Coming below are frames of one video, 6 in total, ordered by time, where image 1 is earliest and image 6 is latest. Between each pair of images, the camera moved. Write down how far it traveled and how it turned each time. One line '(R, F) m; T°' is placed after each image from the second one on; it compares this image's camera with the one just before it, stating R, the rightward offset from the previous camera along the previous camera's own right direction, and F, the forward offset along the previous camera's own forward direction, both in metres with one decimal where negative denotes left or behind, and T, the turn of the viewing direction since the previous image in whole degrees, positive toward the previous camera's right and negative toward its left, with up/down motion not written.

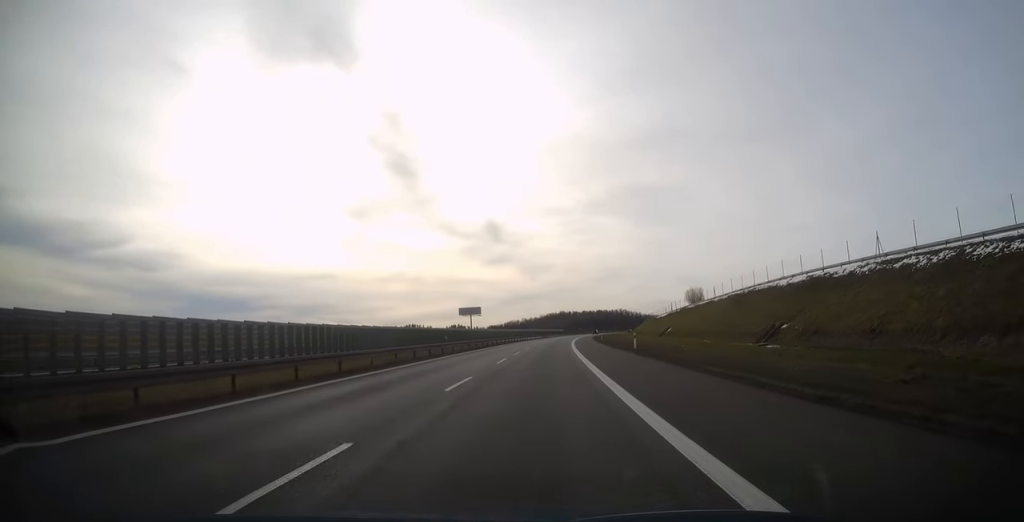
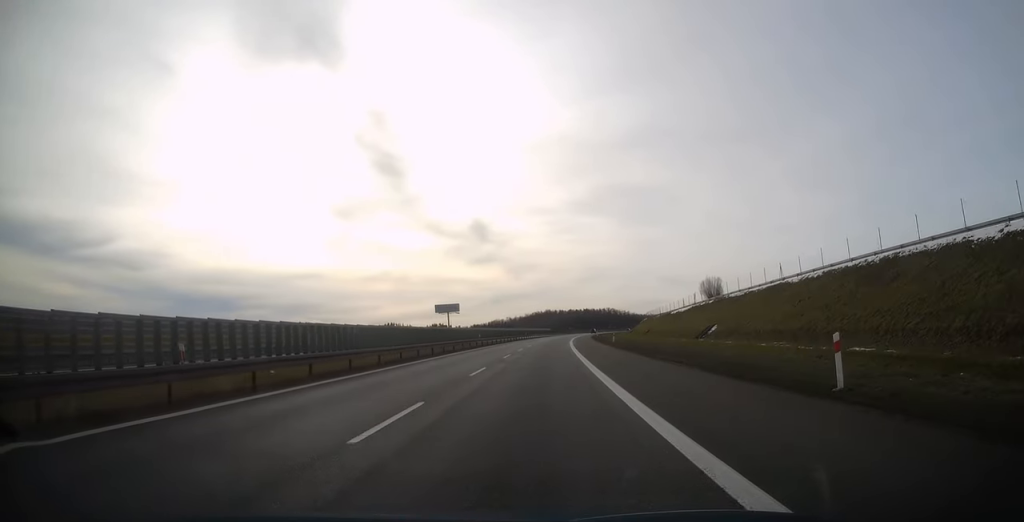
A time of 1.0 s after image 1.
(+0.4, +30.5) m; +1°
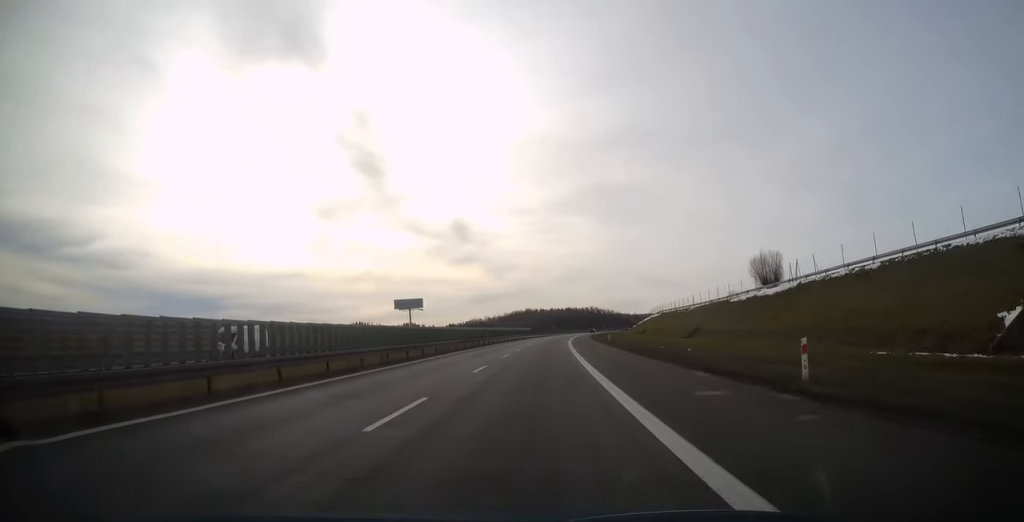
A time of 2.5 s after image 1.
(+0.8, +45.8) m; +2°
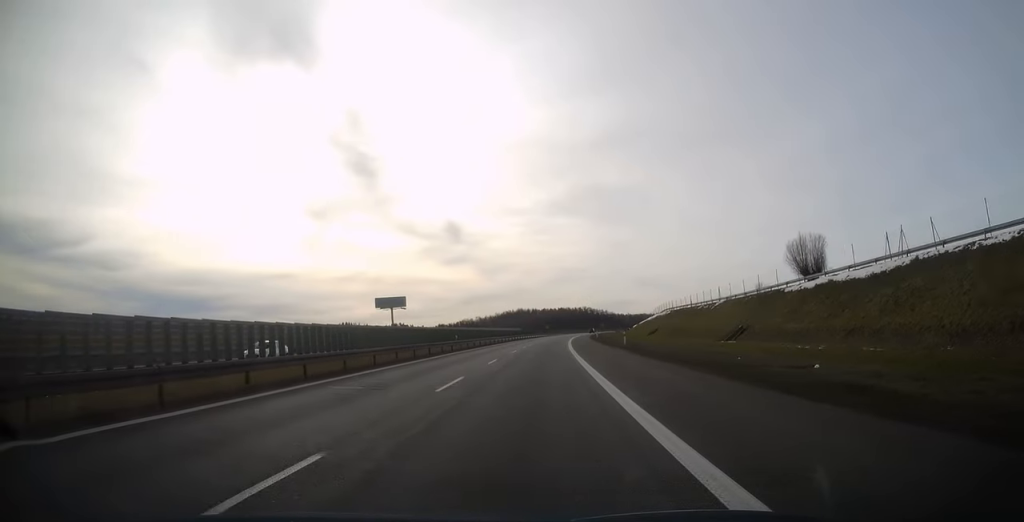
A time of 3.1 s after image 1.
(+0.1, +17.8) m; +1°
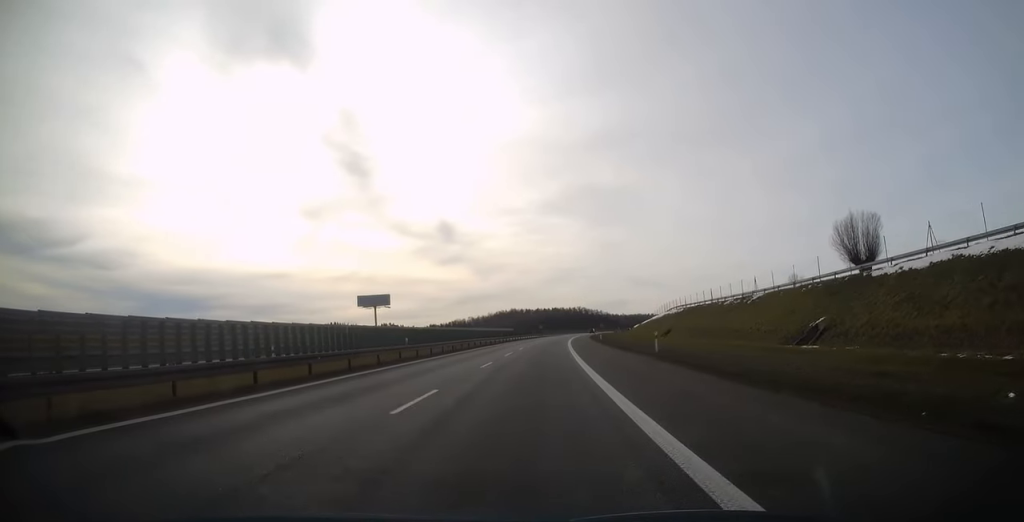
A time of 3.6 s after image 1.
(+0.1, +15.3) m; +1°
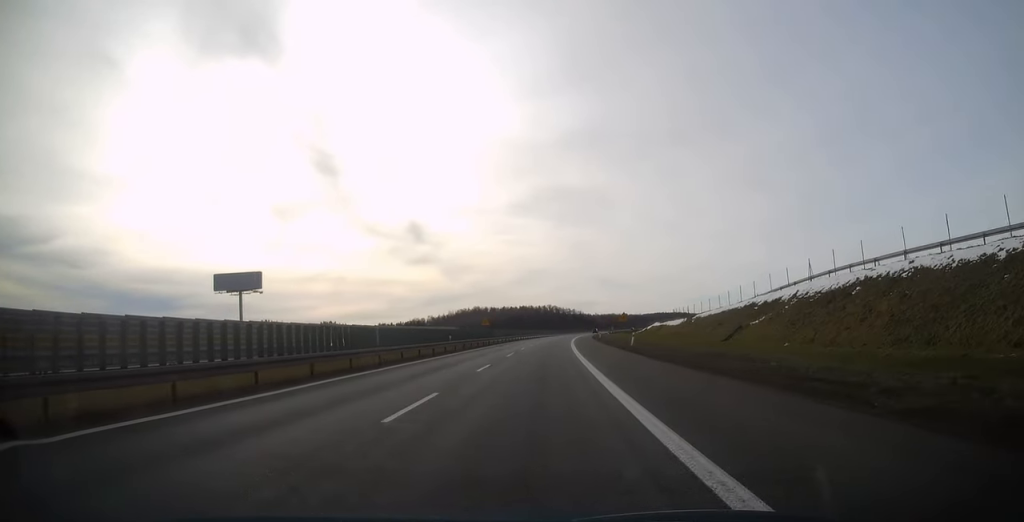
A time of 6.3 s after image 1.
(+2.3, +83.6) m; +3°
